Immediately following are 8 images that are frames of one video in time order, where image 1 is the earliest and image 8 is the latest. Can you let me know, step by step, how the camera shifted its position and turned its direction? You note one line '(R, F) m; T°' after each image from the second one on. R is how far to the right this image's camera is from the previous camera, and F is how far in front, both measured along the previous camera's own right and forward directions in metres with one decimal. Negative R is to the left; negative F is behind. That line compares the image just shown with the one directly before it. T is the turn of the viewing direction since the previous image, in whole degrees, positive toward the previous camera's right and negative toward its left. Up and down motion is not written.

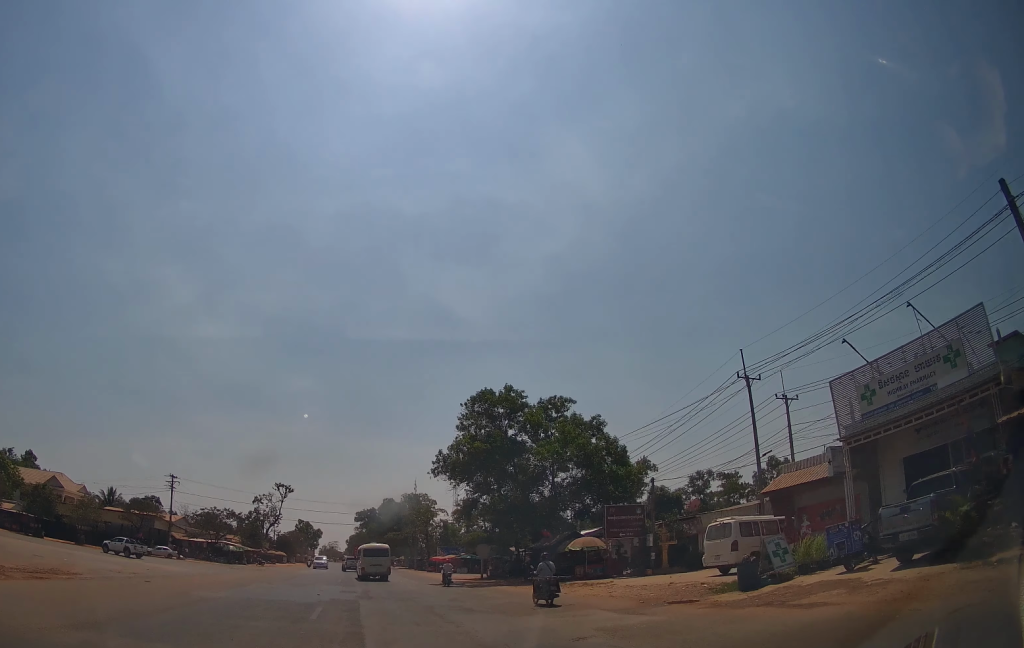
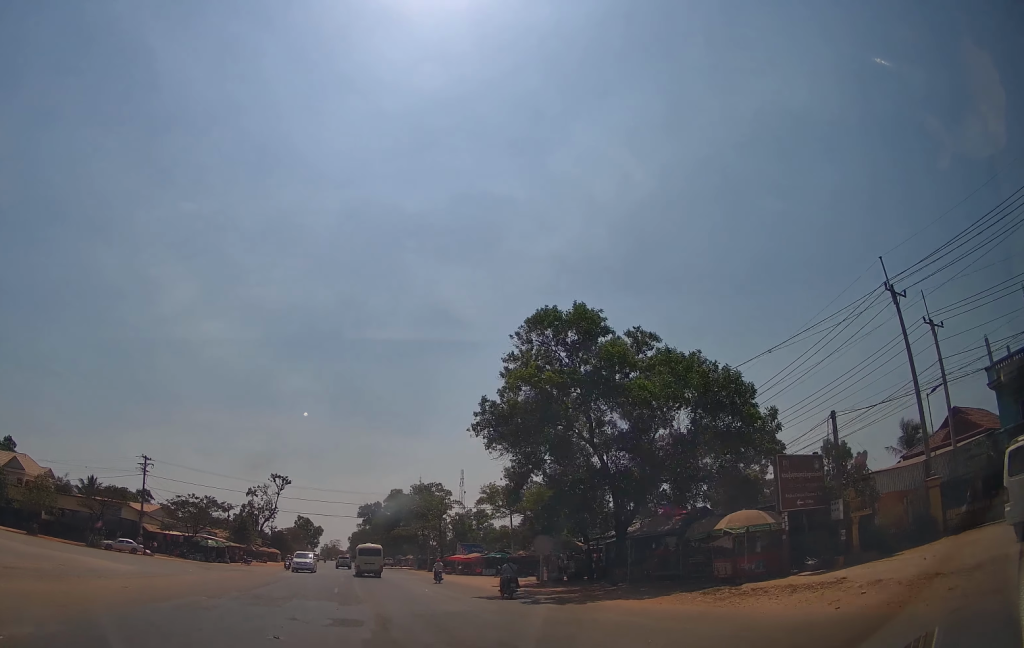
(0.0, +13.5) m; 0°
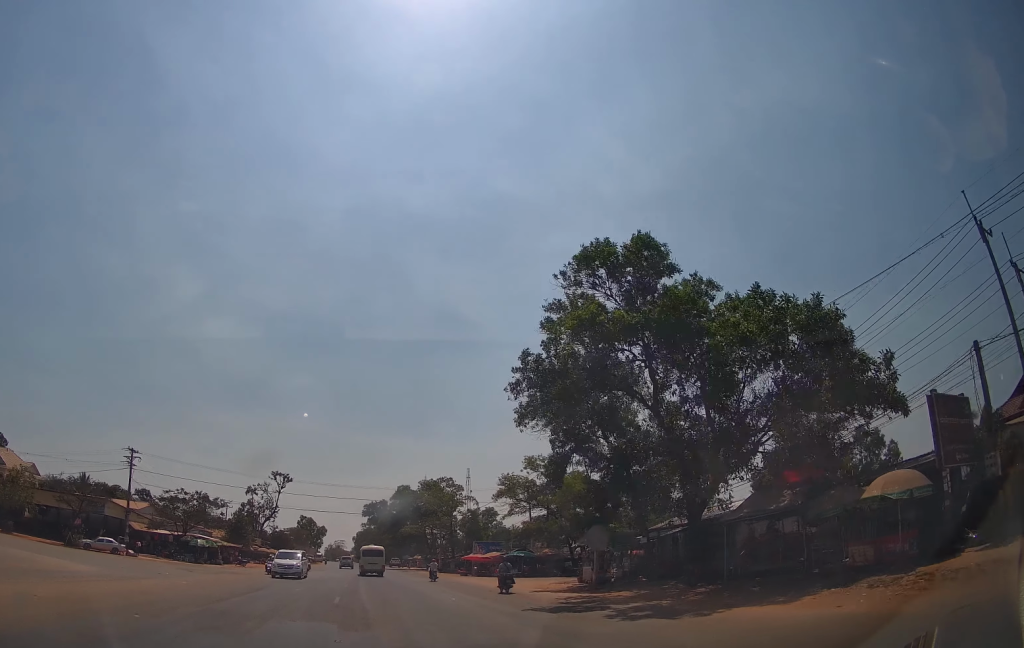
(0.0, +6.6) m; 0°
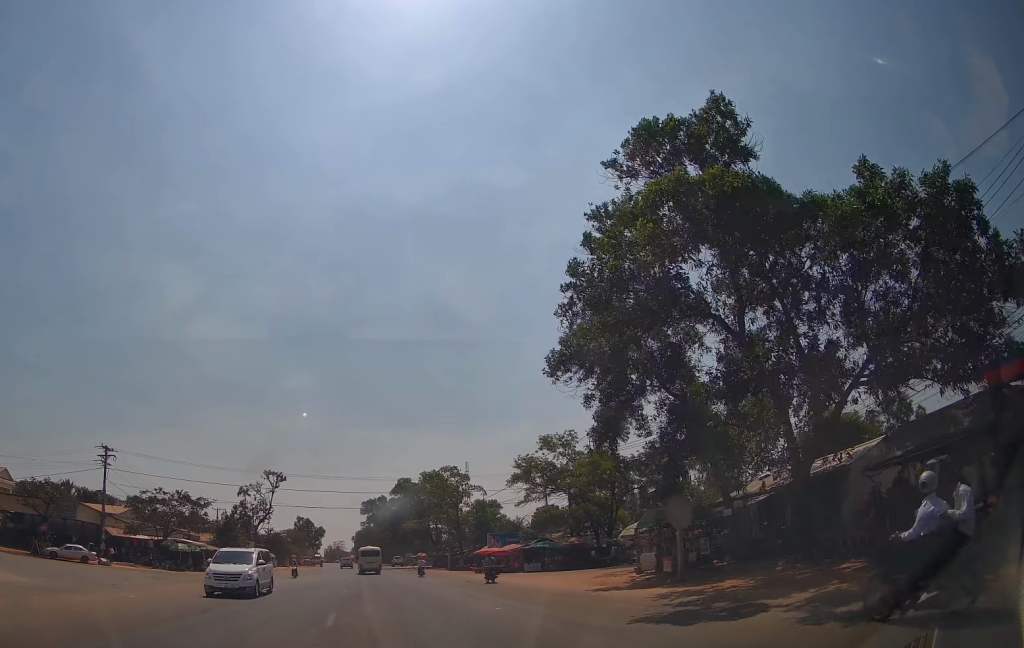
(0.0, +7.7) m; 0°
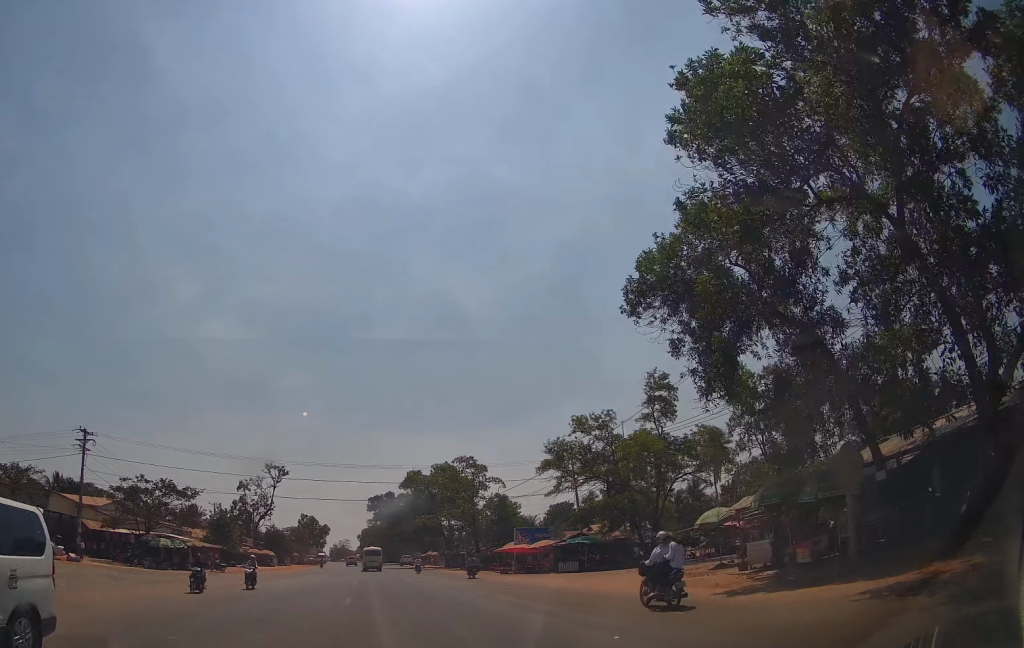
(-0.1, +8.7) m; -2°
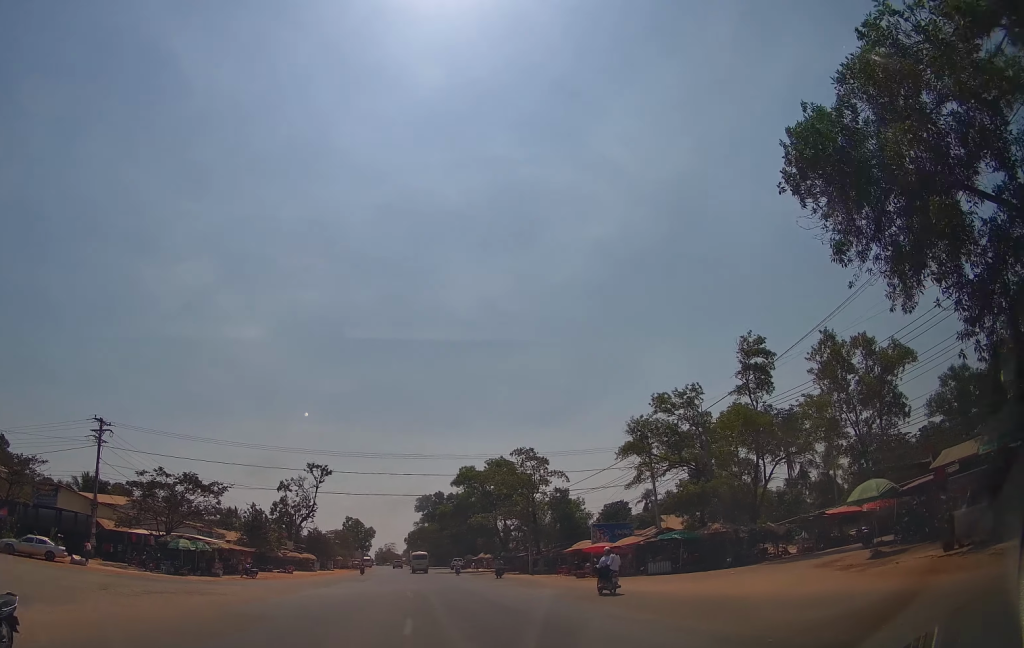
(-0.3, +7.0) m; -8°
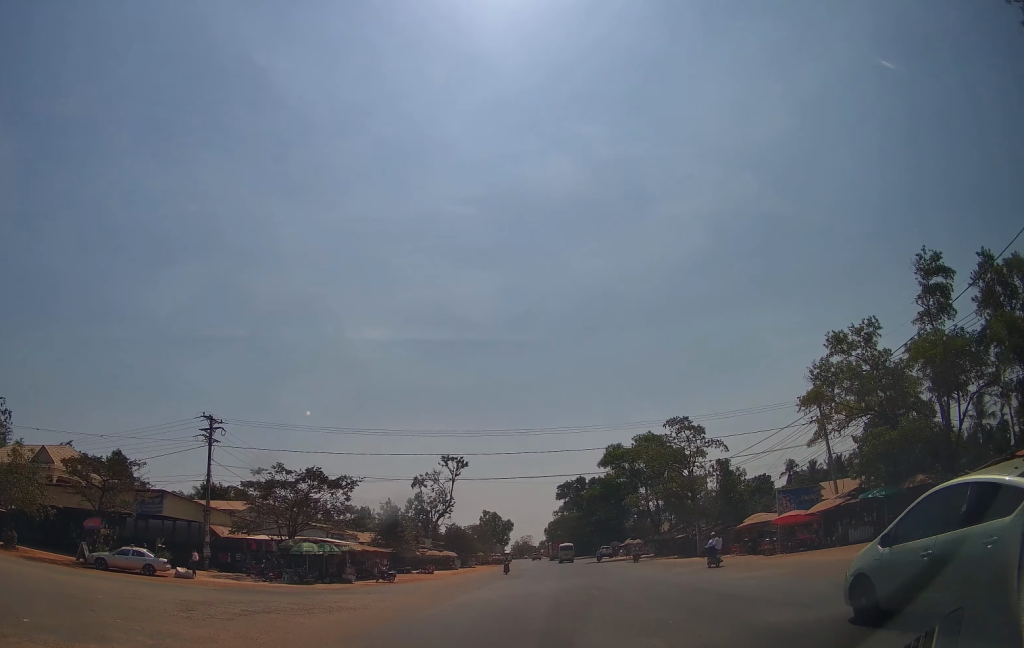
(-0.6, +5.4) m; -15°
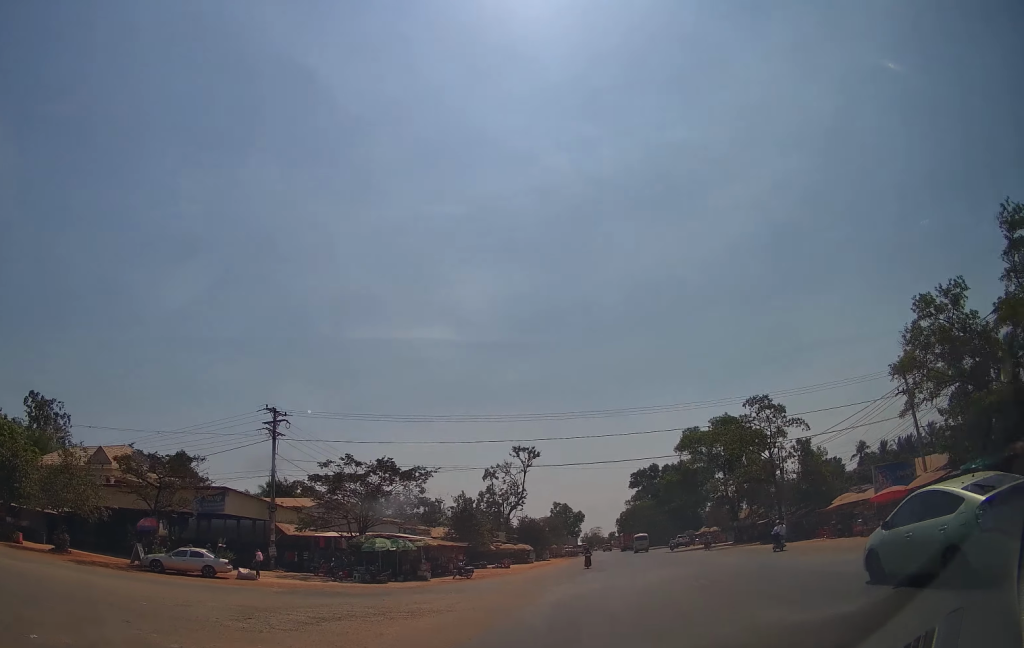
(0.0, +2.4) m; -8°
